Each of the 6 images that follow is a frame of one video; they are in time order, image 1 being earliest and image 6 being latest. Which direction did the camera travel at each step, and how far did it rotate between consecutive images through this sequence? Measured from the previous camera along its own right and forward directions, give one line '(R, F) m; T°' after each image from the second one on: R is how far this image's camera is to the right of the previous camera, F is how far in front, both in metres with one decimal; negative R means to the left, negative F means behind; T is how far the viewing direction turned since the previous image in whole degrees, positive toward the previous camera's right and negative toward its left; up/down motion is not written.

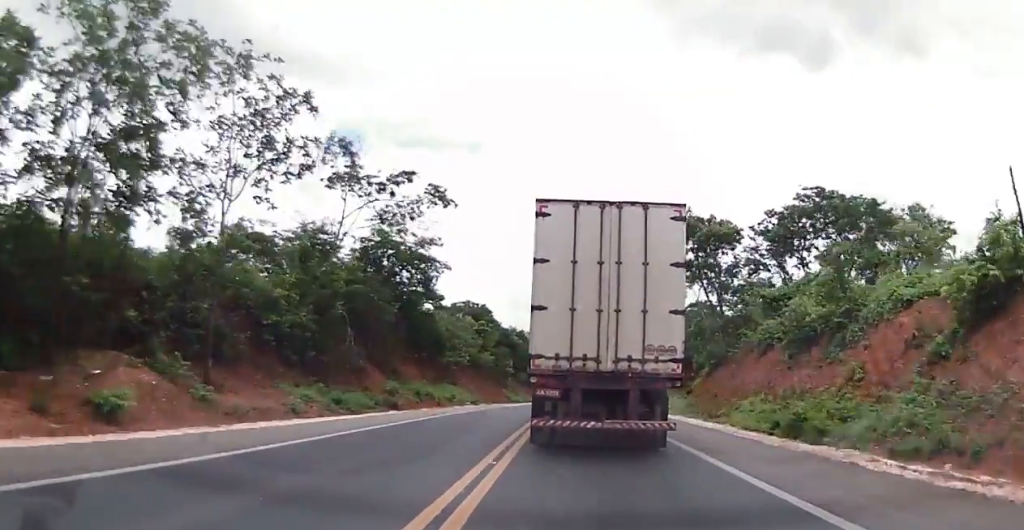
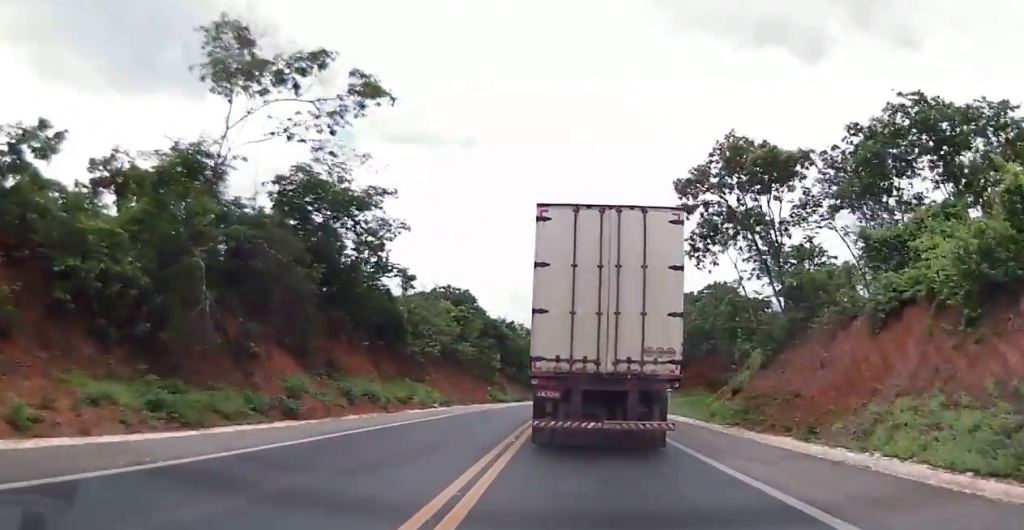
(0.0, +11.1) m; +1°
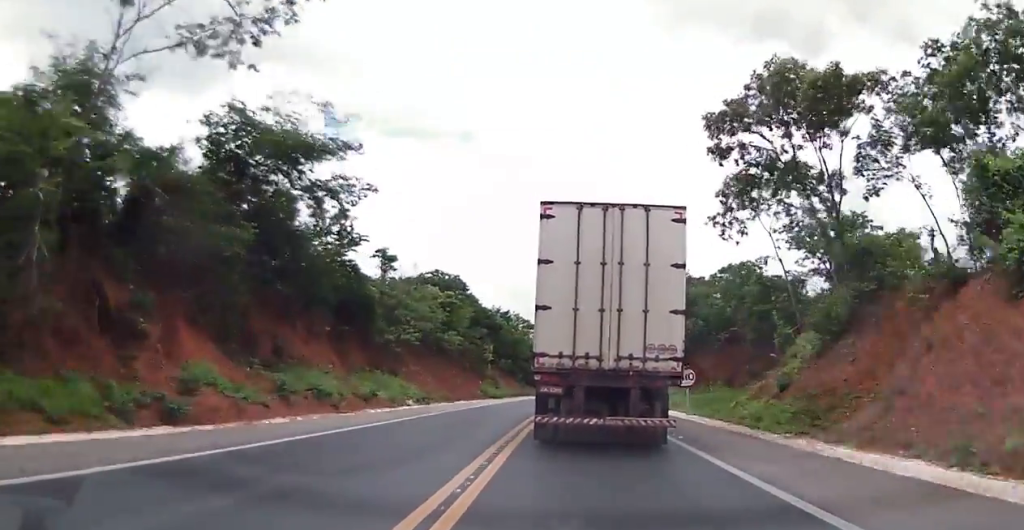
(-0.1, +6.1) m; +1°
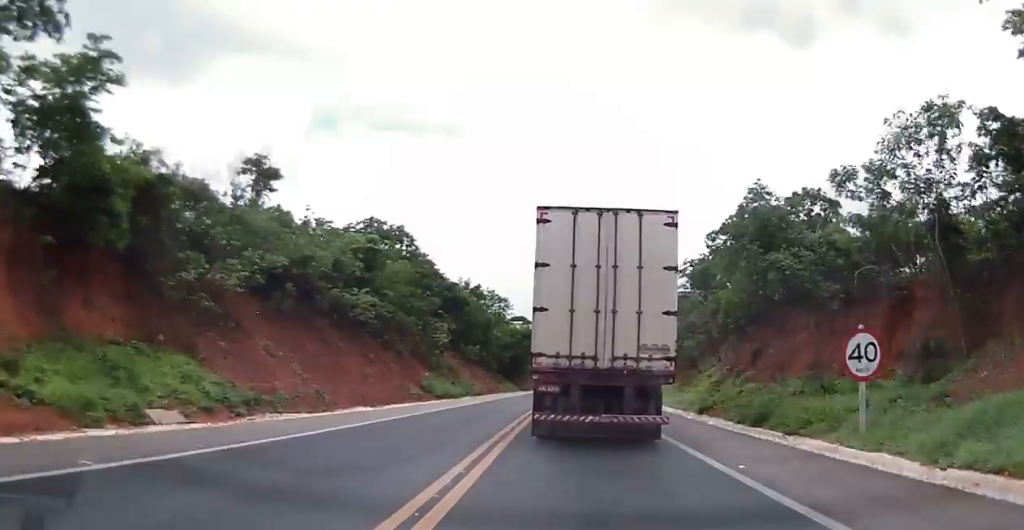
(+0.3, +20.8) m; 0°
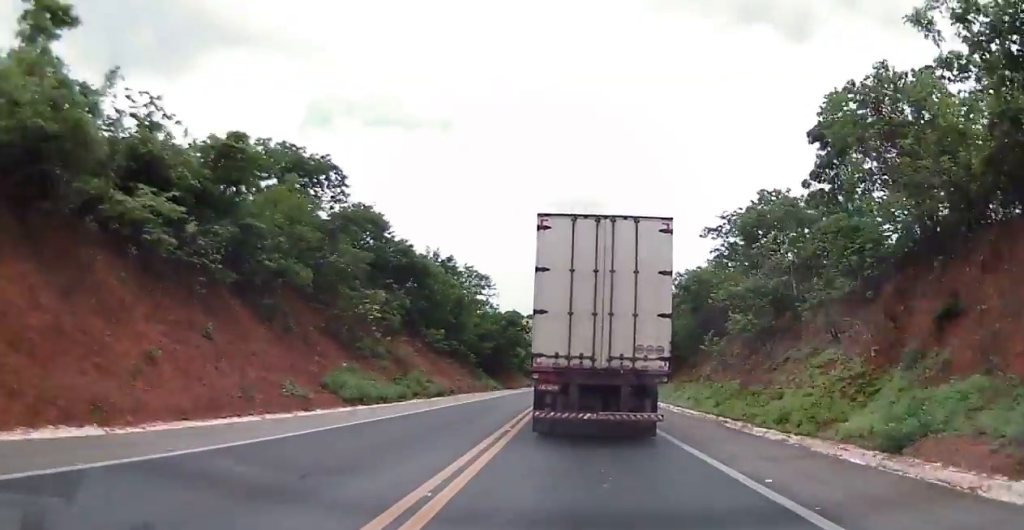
(0.0, +16.5) m; +1°
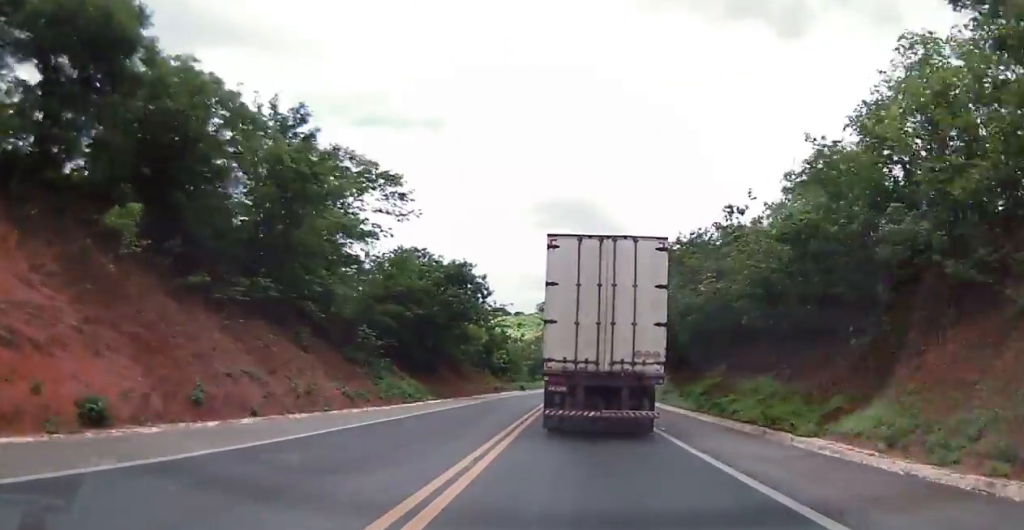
(+0.3, +35.4) m; 0°
